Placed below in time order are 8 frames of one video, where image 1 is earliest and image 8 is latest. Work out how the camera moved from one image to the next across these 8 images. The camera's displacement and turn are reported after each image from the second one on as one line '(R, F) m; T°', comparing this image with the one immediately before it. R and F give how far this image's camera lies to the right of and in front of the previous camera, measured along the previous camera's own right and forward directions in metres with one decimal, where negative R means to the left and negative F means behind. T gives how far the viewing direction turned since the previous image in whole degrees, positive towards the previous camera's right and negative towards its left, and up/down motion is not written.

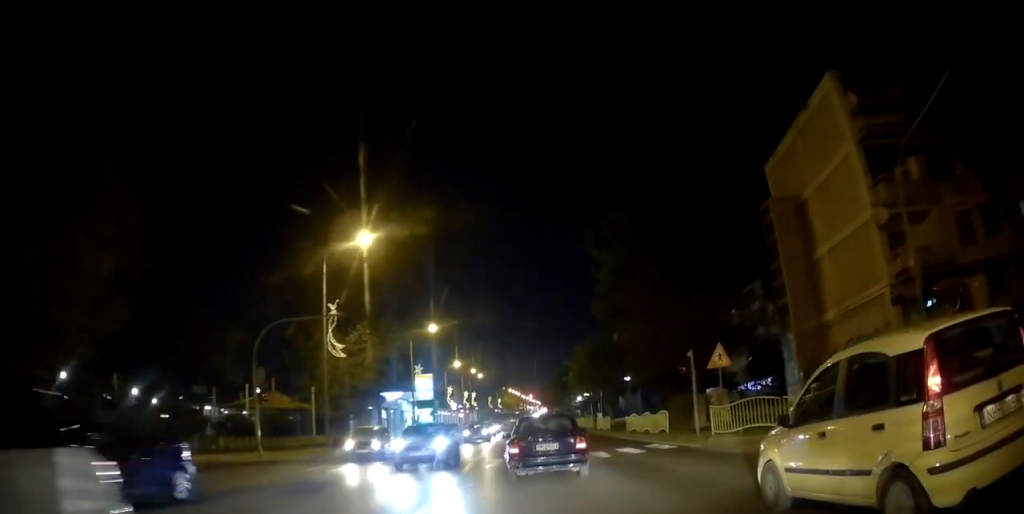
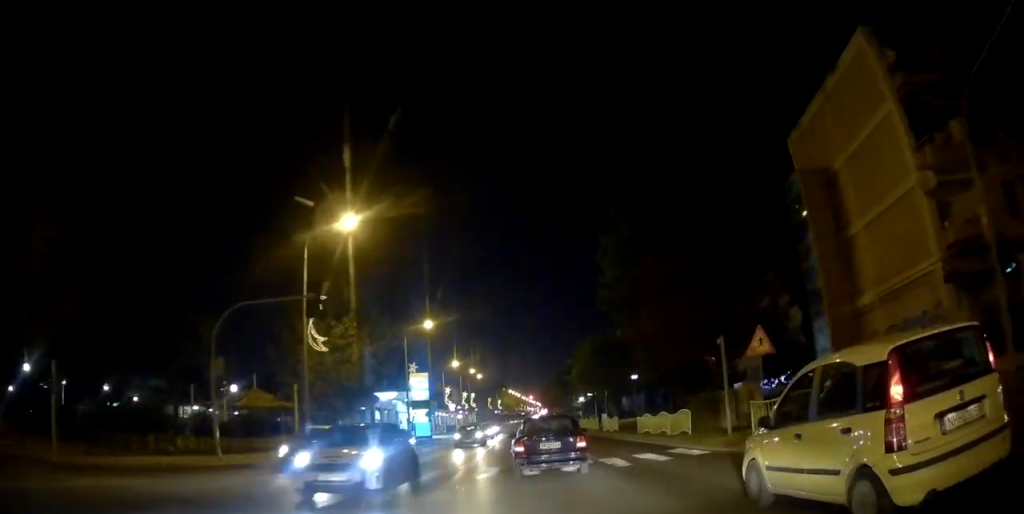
(-0.1, +3.5) m; -1°
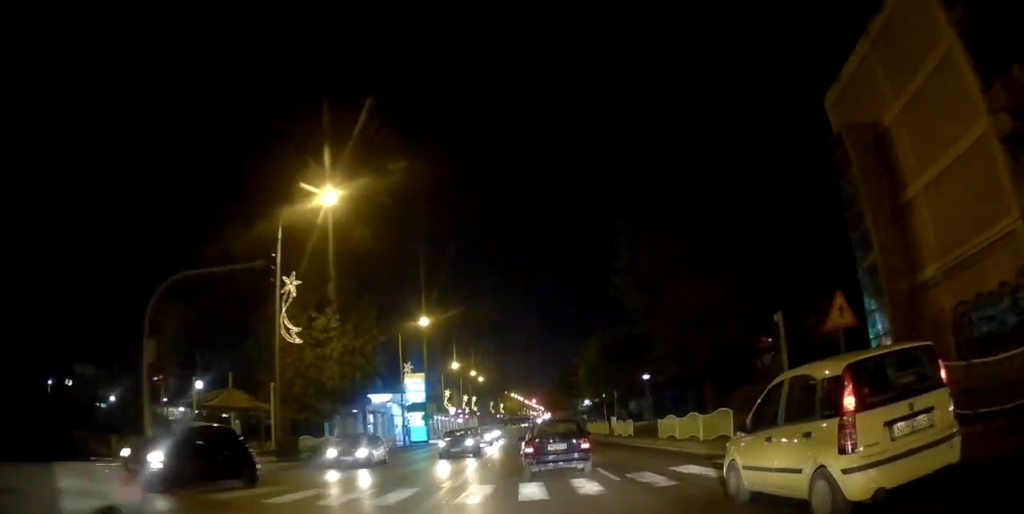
(0.0, +4.0) m; -1°
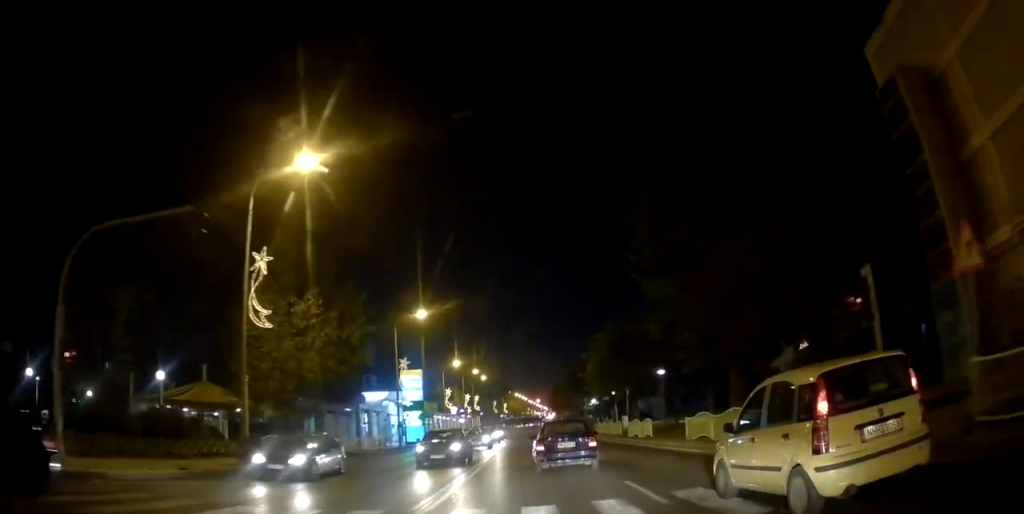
(-0.1, +3.8) m; +1°
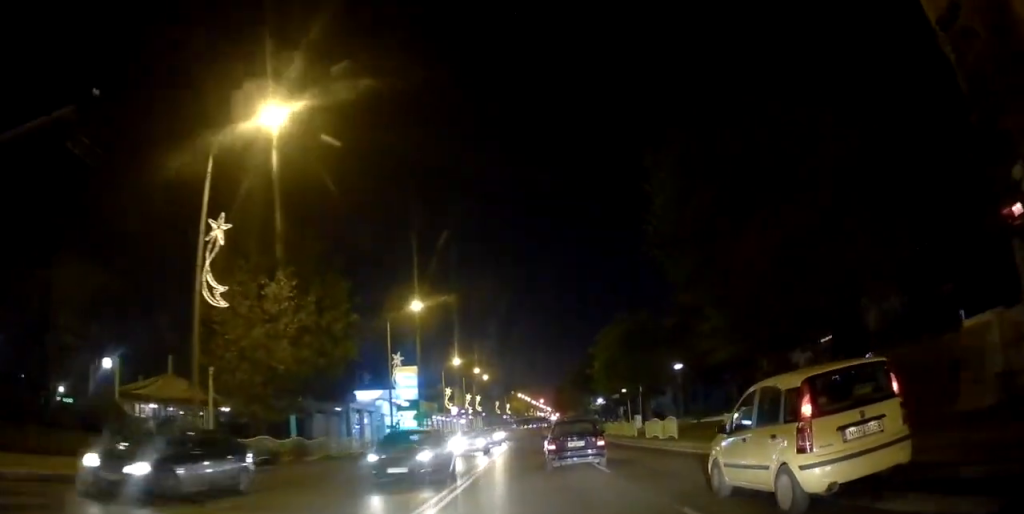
(-0.1, +3.7) m; +1°
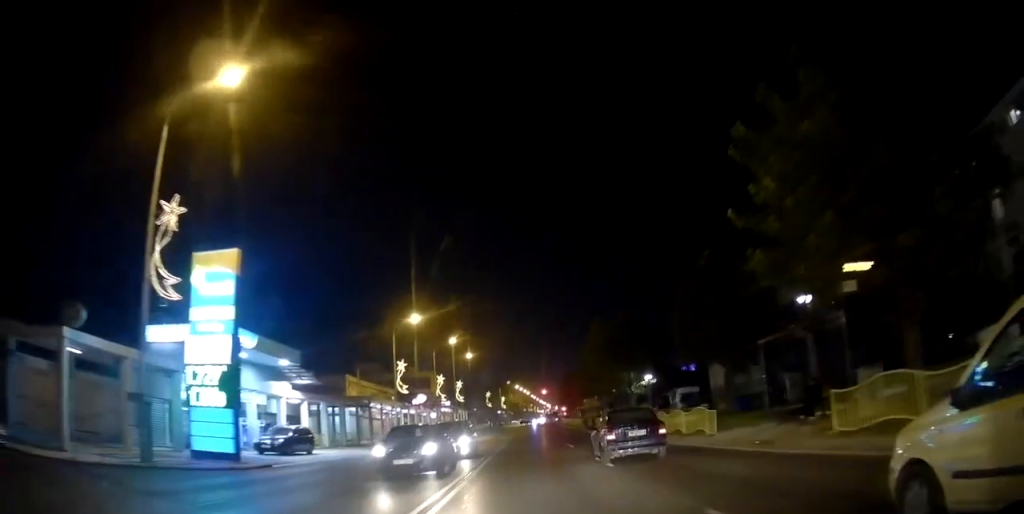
(-0.7, +32.9) m; -2°
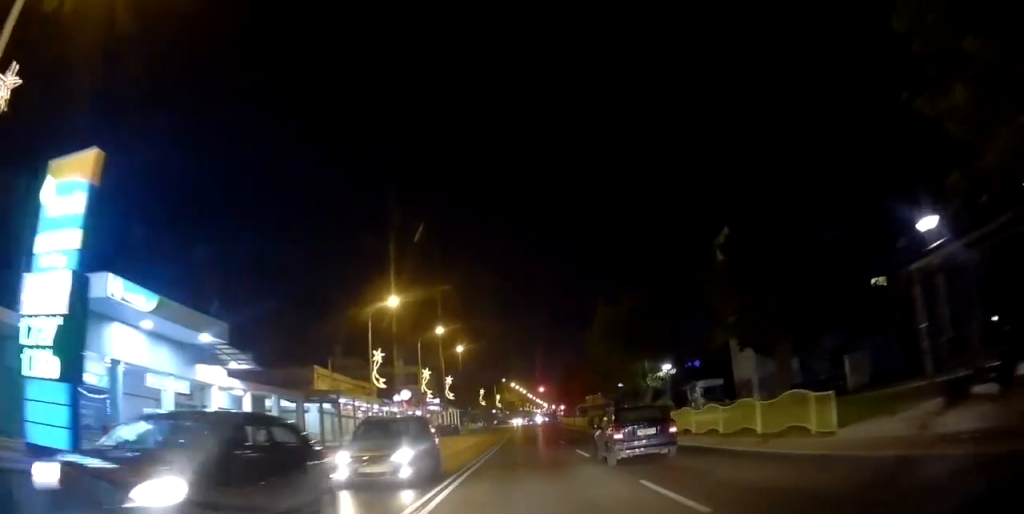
(+0.1, +8.0) m; 0°
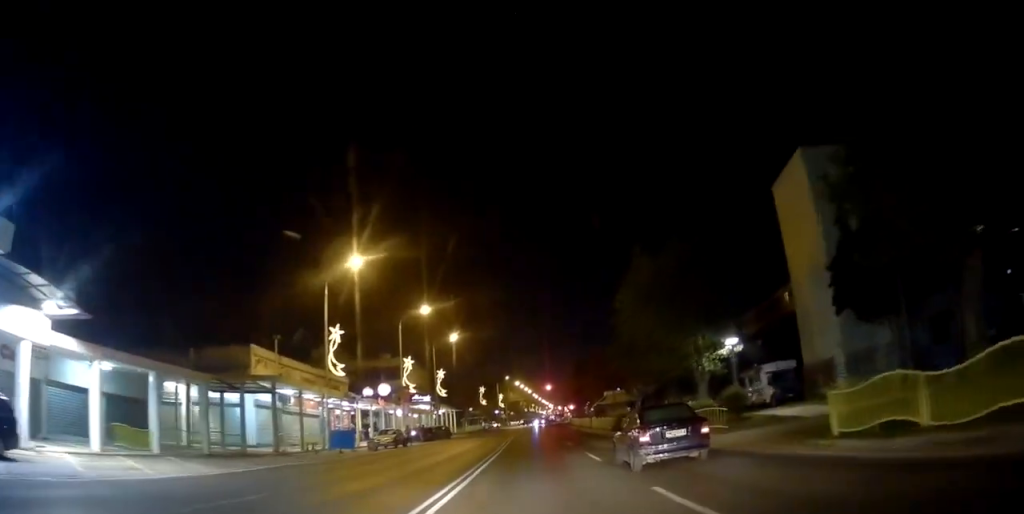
(+0.1, +13.4) m; +1°
